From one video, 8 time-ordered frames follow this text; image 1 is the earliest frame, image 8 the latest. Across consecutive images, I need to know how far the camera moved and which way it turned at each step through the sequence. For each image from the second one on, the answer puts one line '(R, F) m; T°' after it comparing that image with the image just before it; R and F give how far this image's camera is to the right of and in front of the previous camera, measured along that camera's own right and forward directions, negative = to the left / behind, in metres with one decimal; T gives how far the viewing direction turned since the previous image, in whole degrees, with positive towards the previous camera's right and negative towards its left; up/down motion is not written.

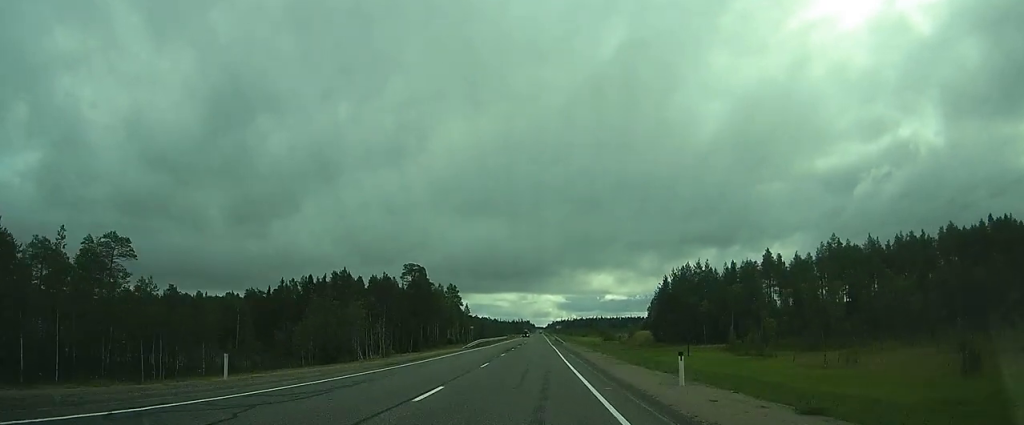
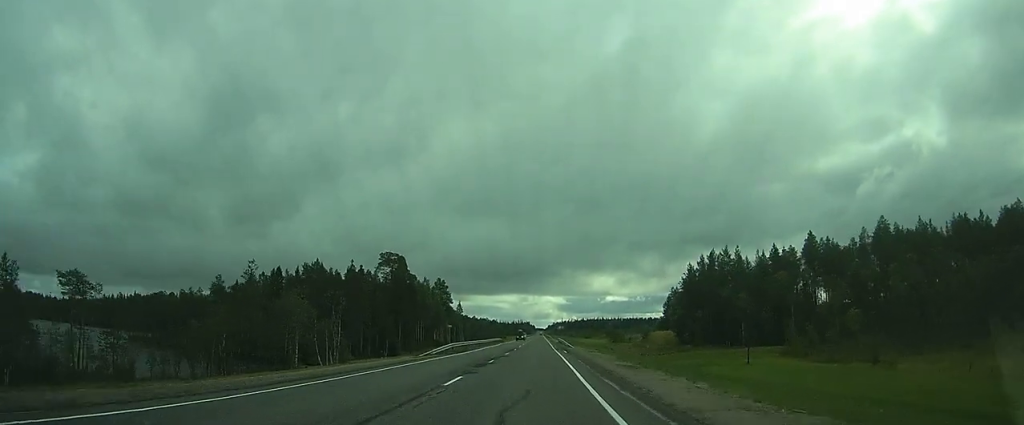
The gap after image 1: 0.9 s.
(+0.1, +20.0) m; 0°
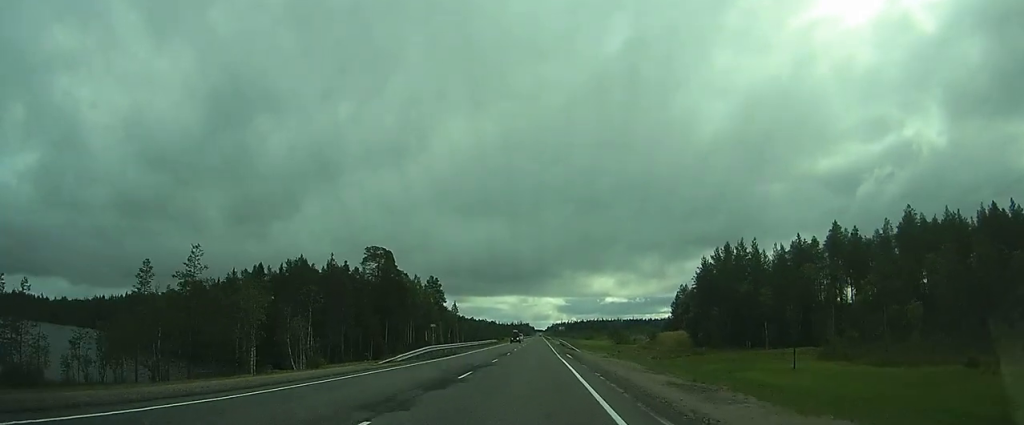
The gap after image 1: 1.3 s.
(0.0, +9.2) m; 0°
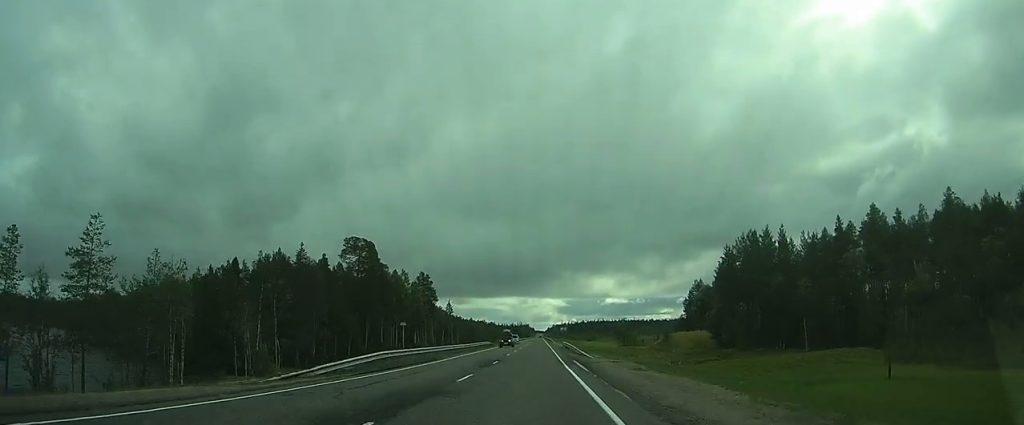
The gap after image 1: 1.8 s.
(0.0, +11.4) m; 0°
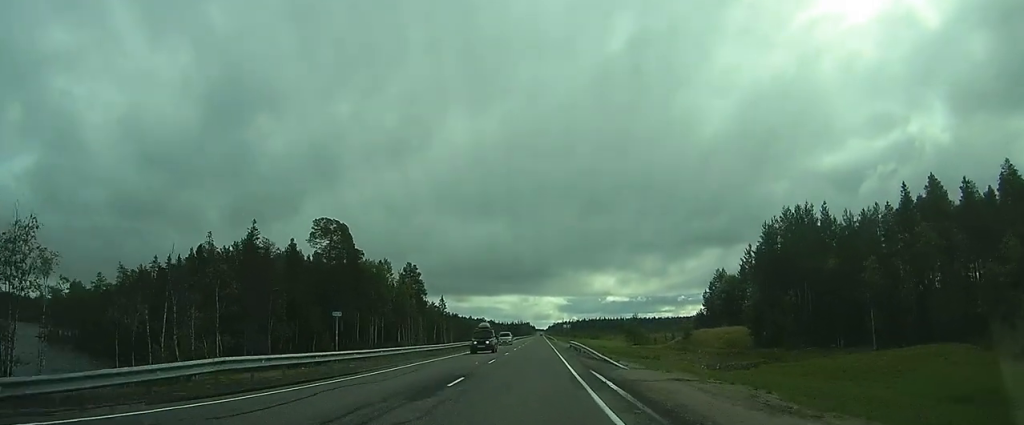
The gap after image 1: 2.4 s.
(0.0, +13.7) m; 0°
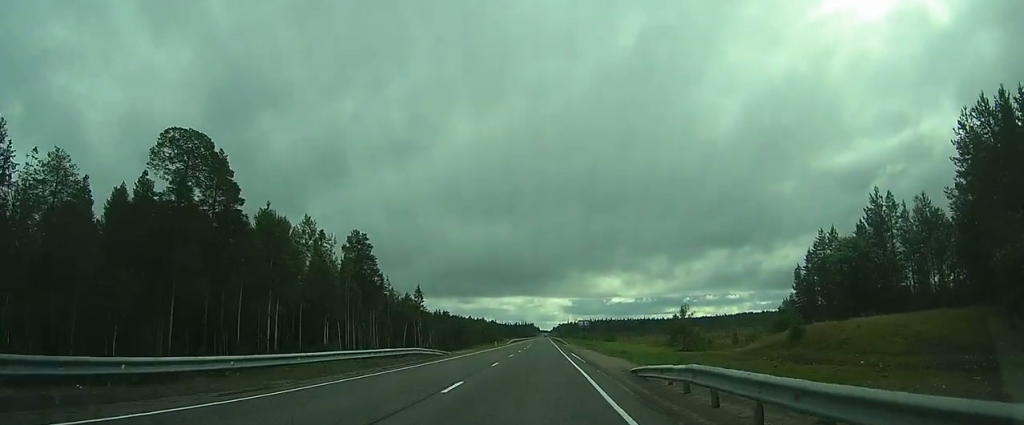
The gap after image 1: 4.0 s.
(-0.1, +35.8) m; 0°
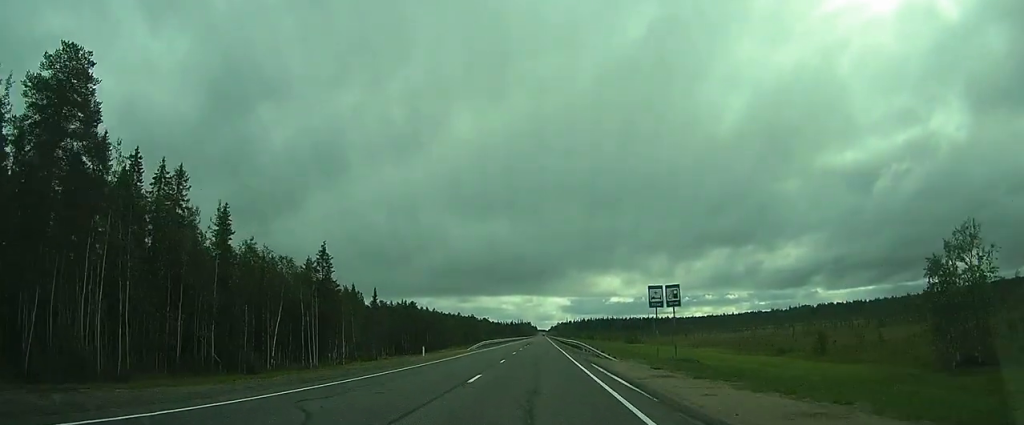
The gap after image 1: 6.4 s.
(-0.1, +49.3) m; -1°
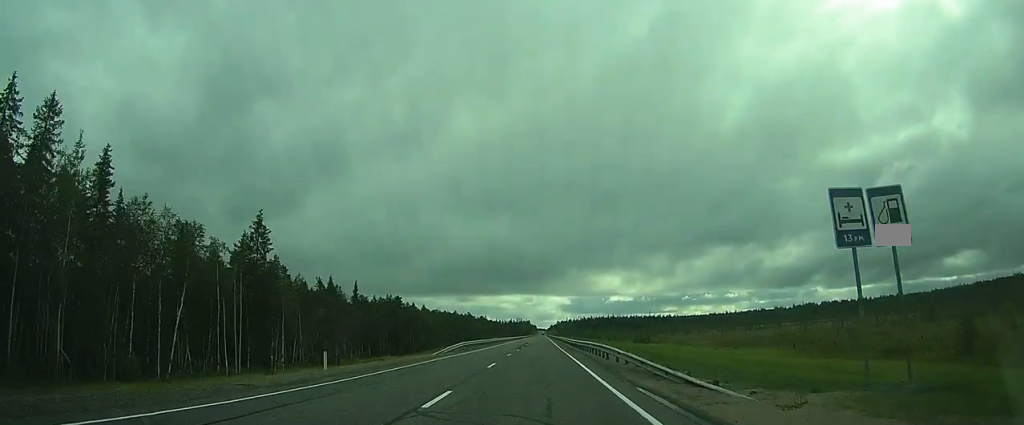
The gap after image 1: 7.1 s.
(0.0, +14.6) m; 0°
